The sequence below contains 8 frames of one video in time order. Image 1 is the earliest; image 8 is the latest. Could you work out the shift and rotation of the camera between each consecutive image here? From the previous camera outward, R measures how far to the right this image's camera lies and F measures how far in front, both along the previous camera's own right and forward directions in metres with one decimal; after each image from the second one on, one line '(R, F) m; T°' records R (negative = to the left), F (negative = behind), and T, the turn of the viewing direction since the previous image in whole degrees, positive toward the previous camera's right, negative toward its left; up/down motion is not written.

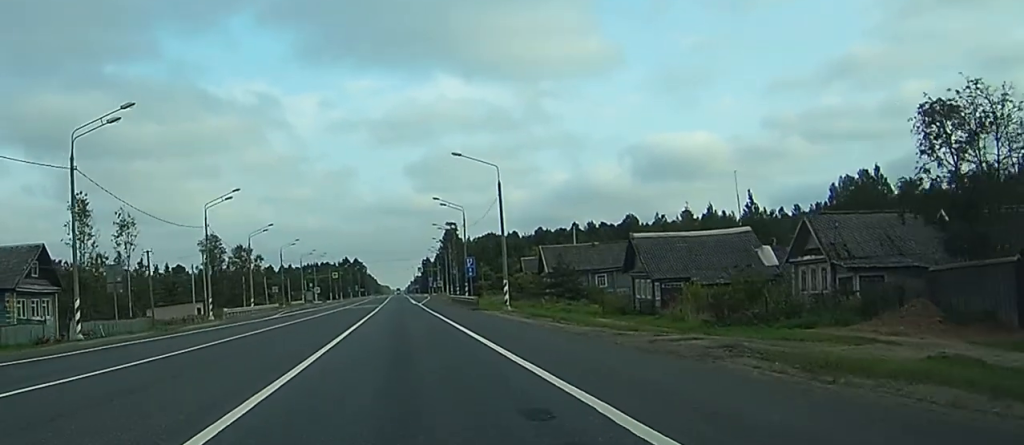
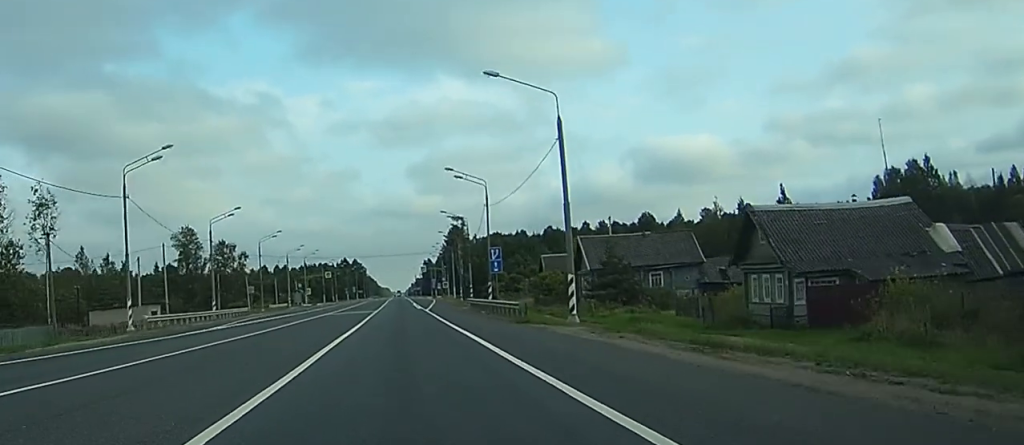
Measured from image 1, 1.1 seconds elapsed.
(-0.1, +23.1) m; -1°
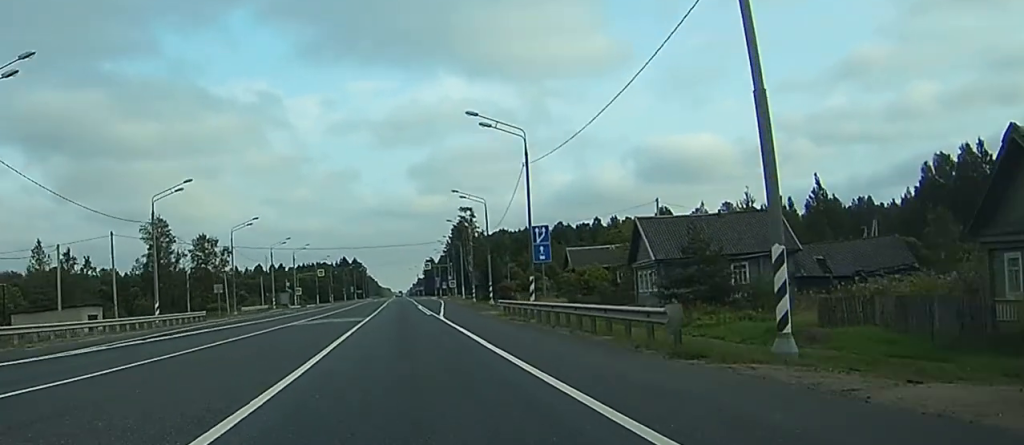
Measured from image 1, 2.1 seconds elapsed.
(-0.2, +20.9) m; -1°
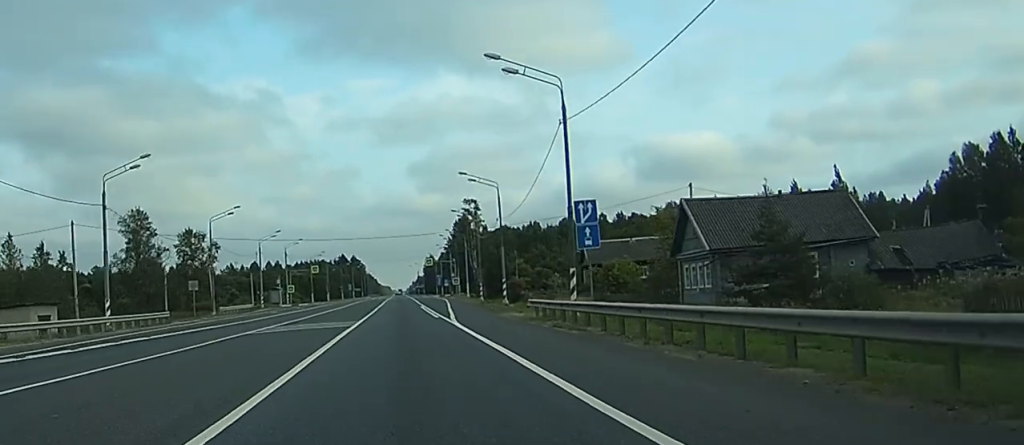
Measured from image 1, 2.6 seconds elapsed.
(0.0, +11.1) m; 0°
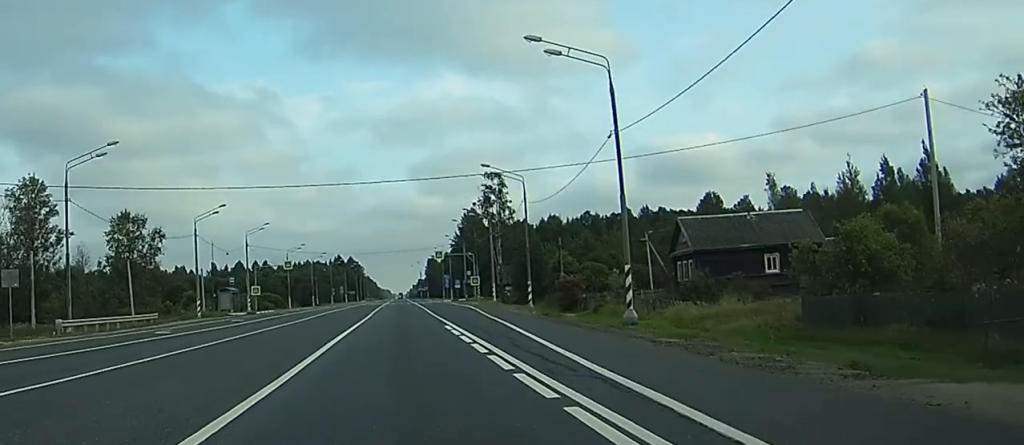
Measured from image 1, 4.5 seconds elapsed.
(+0.1, +38.7) m; +1°
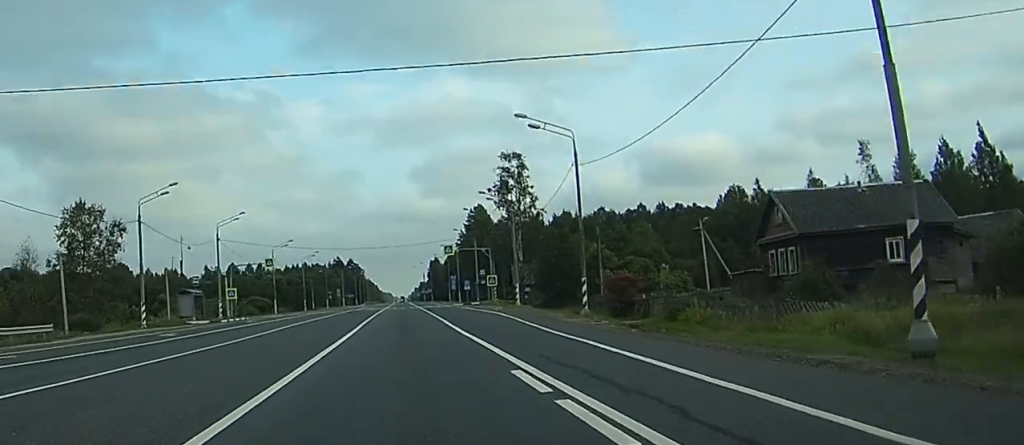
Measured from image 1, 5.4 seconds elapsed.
(+0.1, +18.7) m; 0°
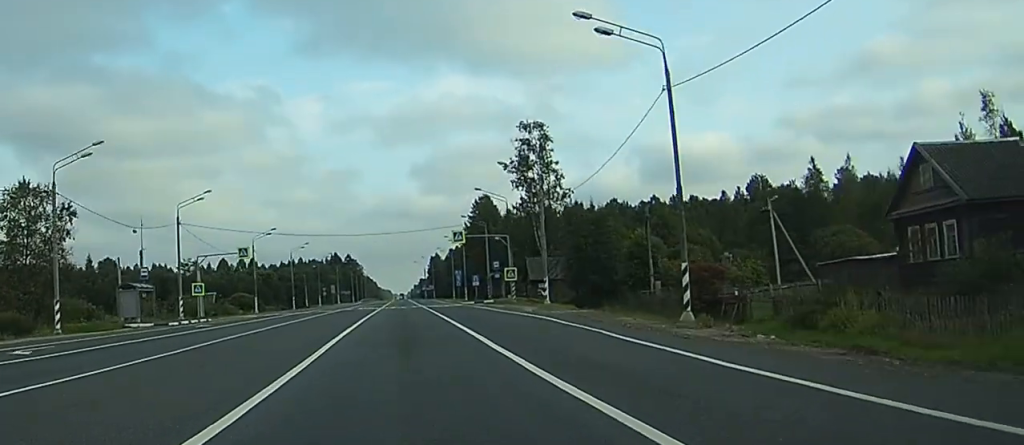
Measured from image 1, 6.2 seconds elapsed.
(0.0, +16.6) m; 0°
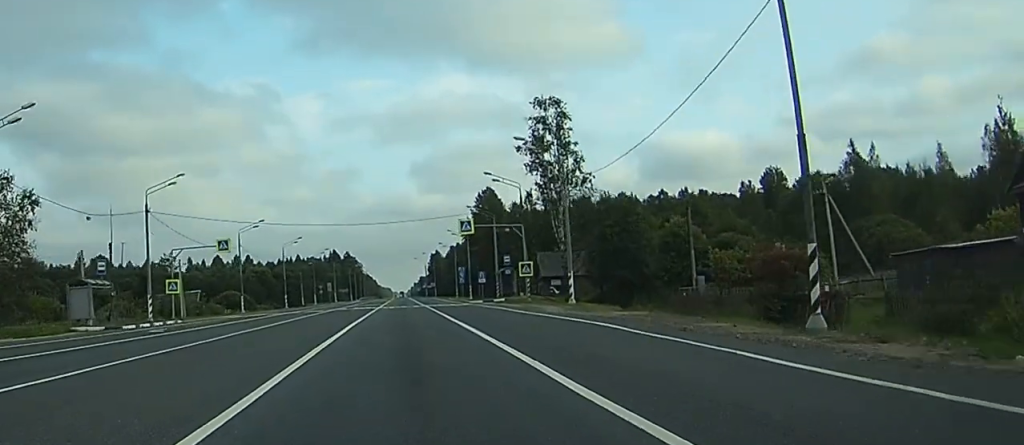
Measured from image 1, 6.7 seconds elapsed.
(-0.1, +9.7) m; 0°
